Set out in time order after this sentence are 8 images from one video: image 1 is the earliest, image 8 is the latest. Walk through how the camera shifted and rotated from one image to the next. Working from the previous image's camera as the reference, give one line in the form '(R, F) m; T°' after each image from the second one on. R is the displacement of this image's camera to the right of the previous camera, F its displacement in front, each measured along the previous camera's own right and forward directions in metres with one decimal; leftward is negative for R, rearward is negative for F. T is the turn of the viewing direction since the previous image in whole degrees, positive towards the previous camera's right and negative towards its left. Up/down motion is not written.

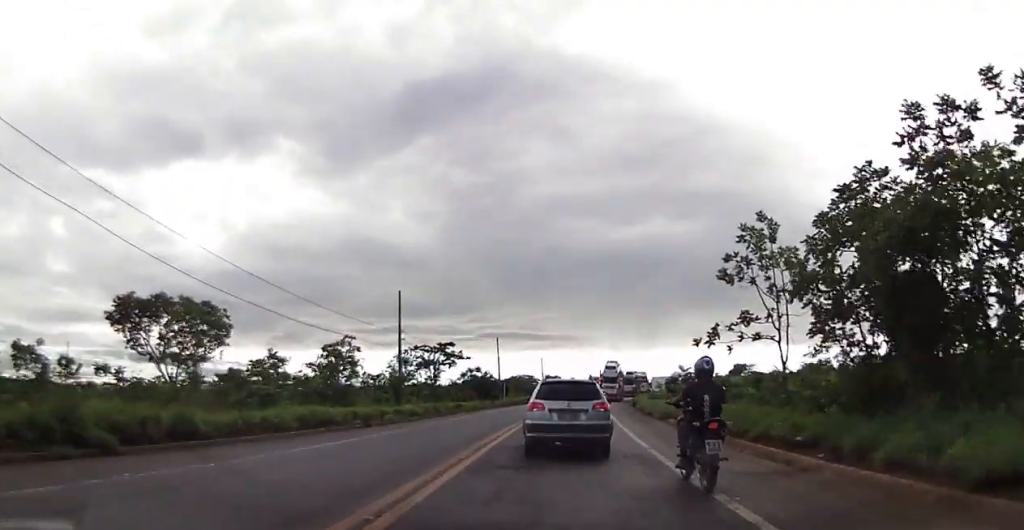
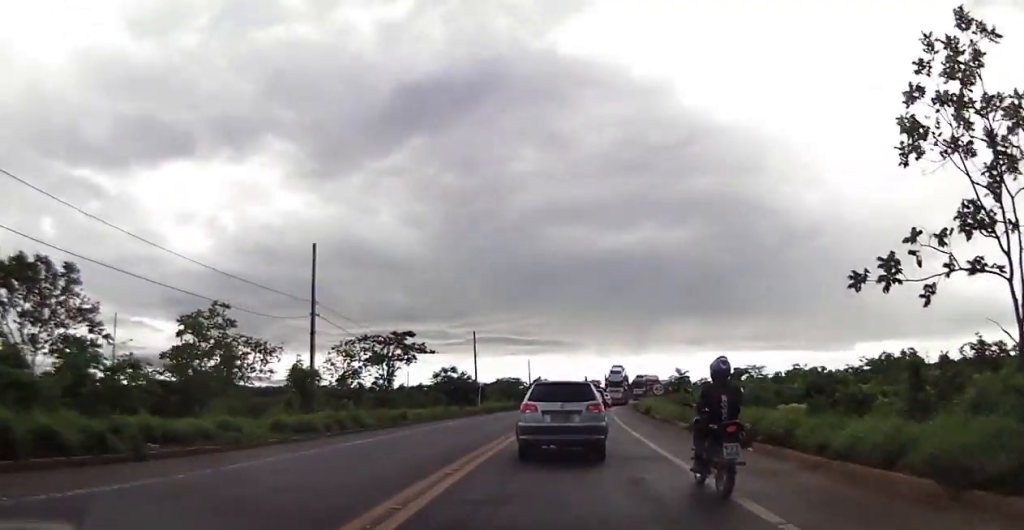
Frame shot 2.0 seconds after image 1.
(0.0, +14.9) m; +1°
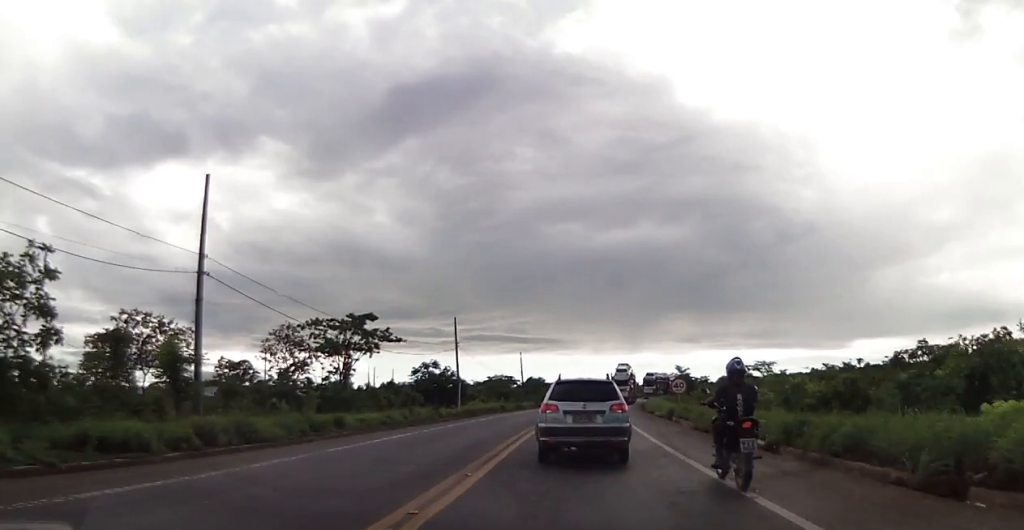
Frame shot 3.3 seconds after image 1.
(+0.1, +9.7) m; 0°
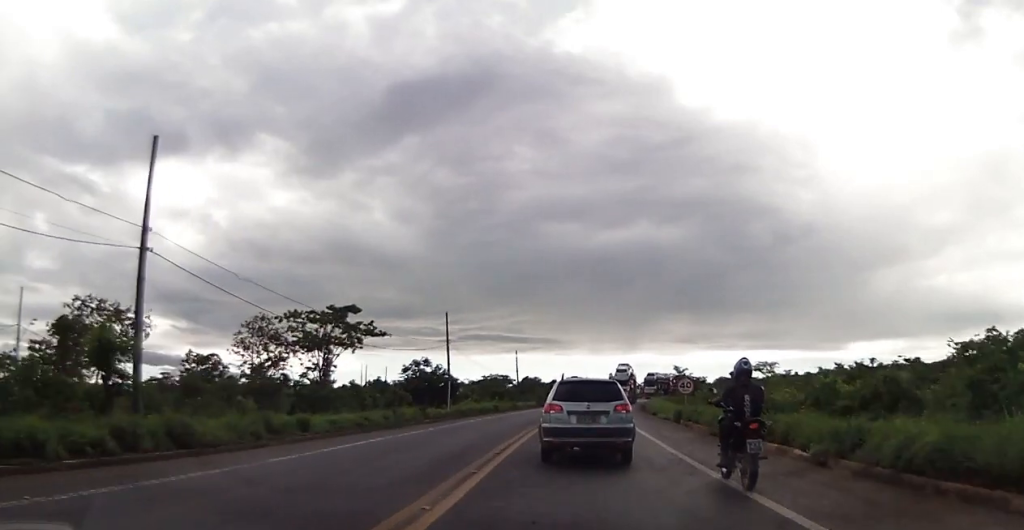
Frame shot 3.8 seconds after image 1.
(-0.1, +3.2) m; 0°
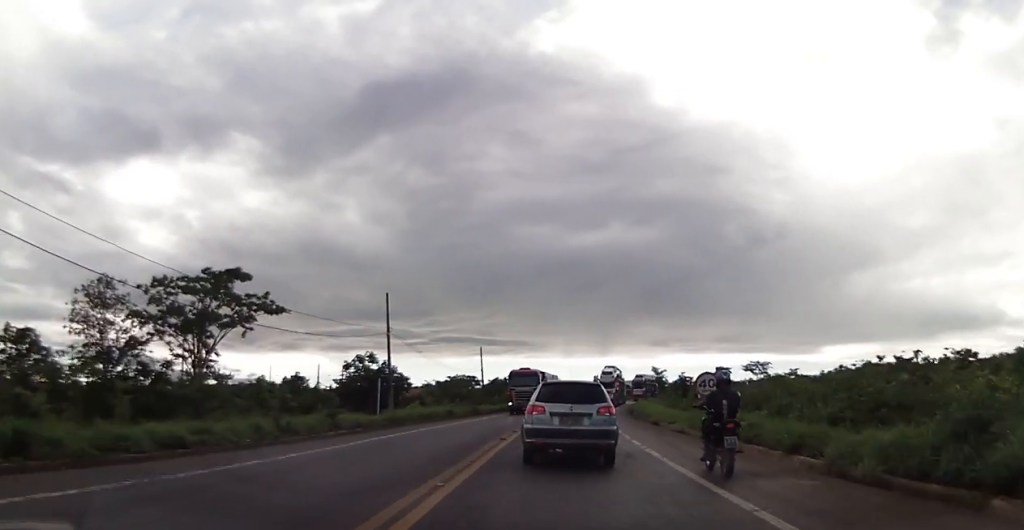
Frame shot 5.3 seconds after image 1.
(+0.5, +11.3) m; +5°
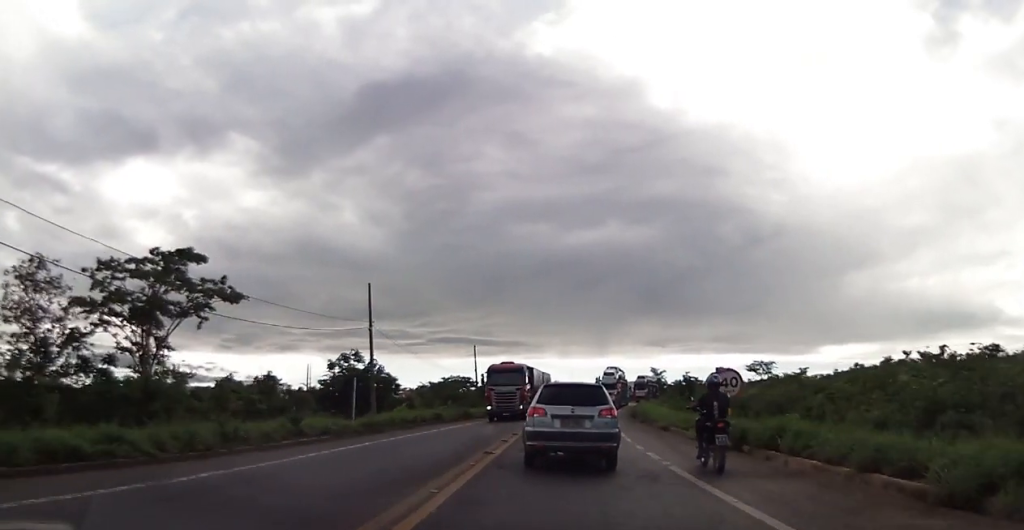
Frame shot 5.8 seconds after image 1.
(+0.3, +3.7) m; -1°
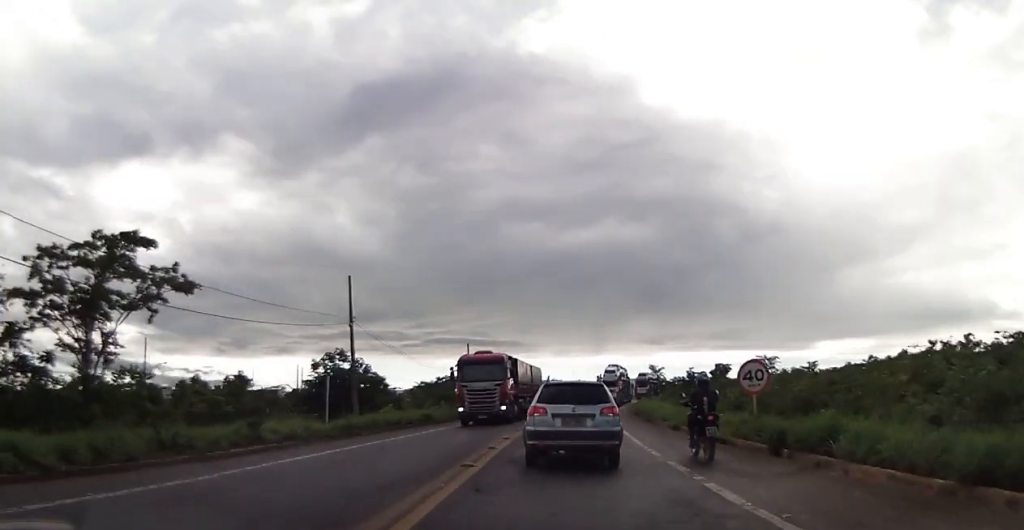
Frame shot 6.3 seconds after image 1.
(-0.1, +3.2) m; 0°
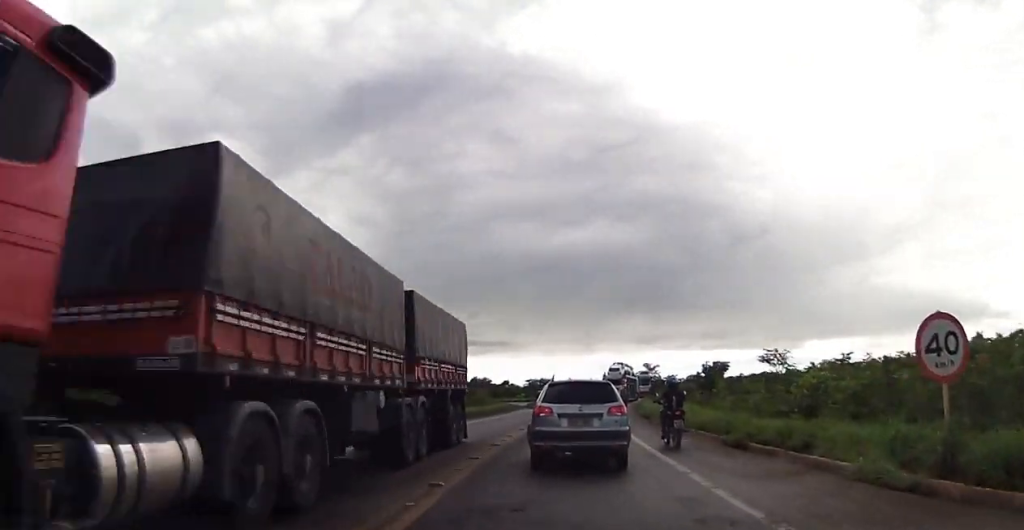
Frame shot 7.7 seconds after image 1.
(0.0, +10.6) m; 0°
